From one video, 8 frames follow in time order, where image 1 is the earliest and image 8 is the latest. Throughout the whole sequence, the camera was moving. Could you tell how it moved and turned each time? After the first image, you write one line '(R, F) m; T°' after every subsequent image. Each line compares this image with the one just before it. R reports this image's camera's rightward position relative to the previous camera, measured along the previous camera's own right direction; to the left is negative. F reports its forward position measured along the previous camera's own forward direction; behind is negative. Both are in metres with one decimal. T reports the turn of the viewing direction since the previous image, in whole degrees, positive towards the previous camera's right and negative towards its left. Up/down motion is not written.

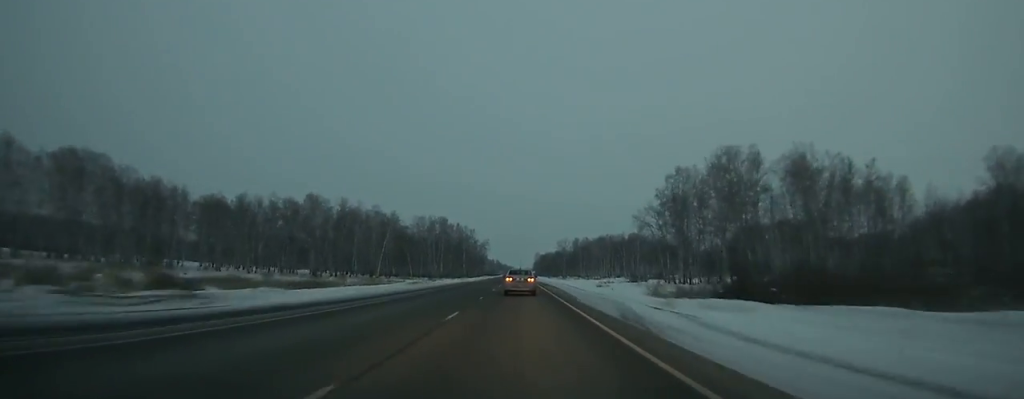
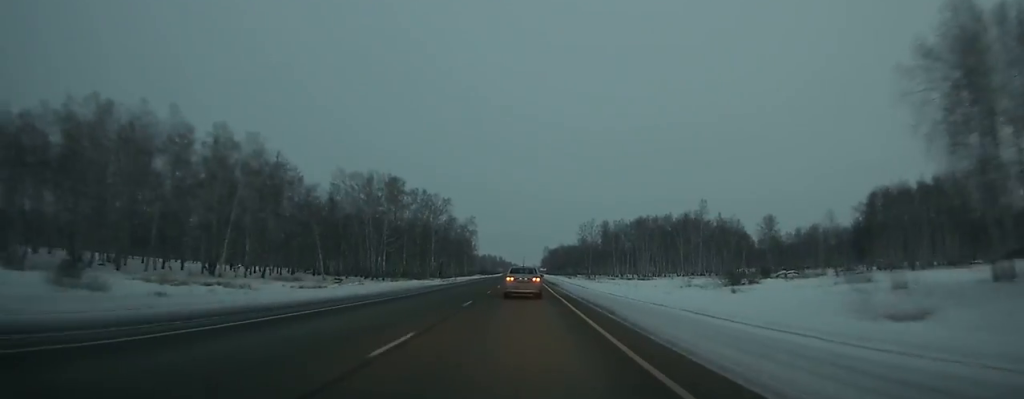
(-0.1, +99.0) m; 0°
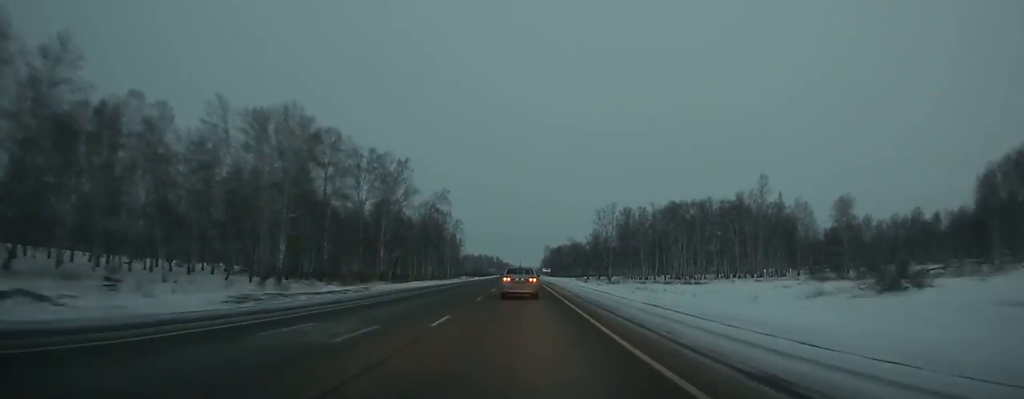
(-0.1, +55.5) m; 0°
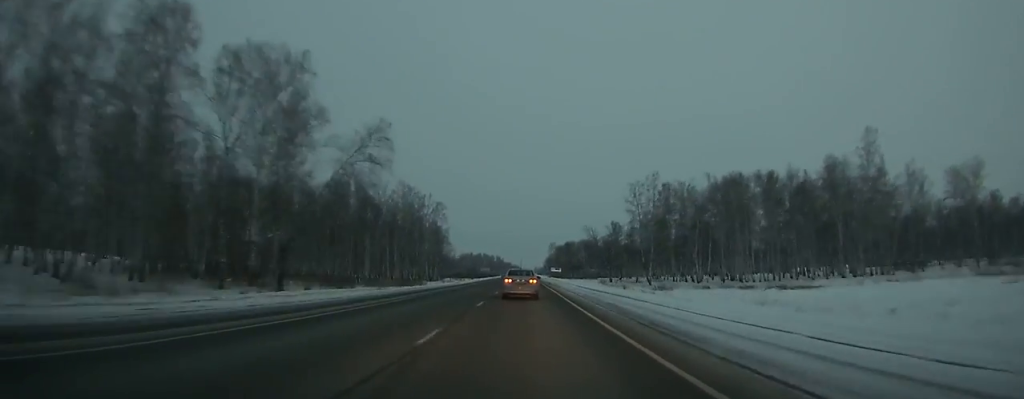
(-0.1, +49.9) m; 0°
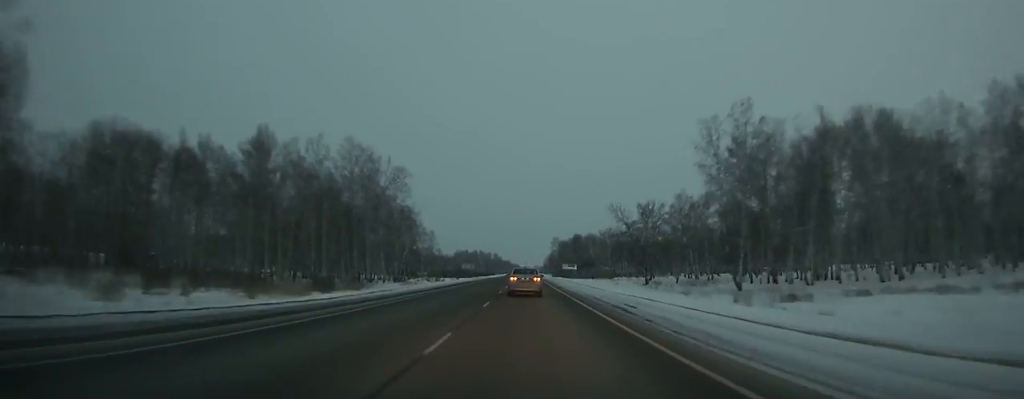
(-0.1, +49.6) m; 0°
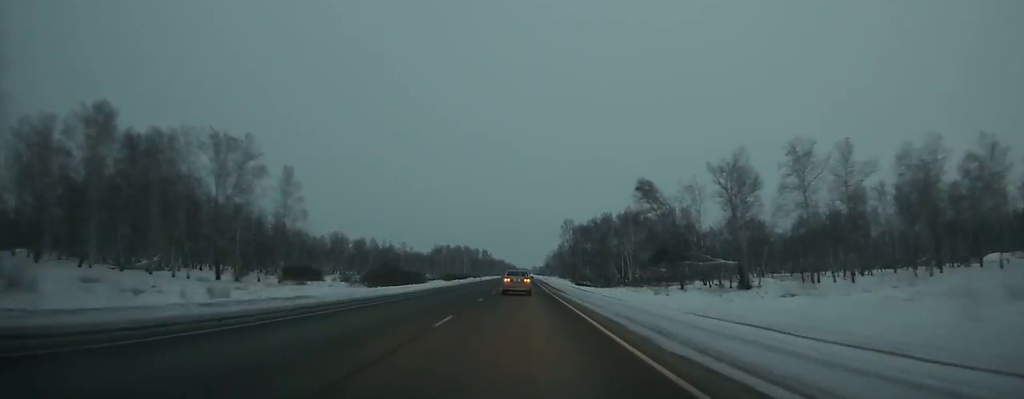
(+0.2, +139.1) m; 0°
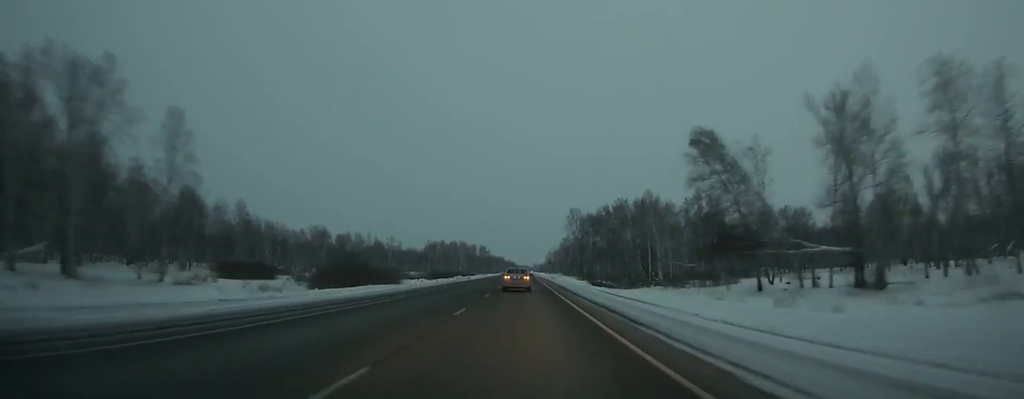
(0.0, +32.8) m; 0°
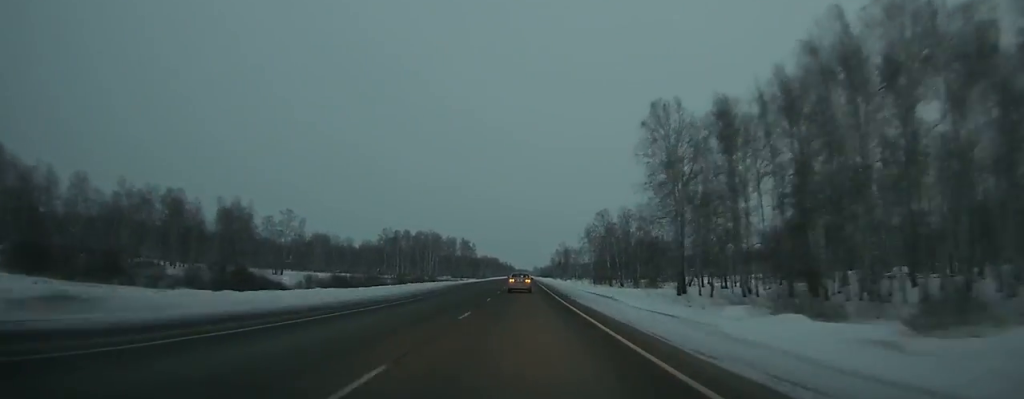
(+0.3, +143.9) m; 0°
